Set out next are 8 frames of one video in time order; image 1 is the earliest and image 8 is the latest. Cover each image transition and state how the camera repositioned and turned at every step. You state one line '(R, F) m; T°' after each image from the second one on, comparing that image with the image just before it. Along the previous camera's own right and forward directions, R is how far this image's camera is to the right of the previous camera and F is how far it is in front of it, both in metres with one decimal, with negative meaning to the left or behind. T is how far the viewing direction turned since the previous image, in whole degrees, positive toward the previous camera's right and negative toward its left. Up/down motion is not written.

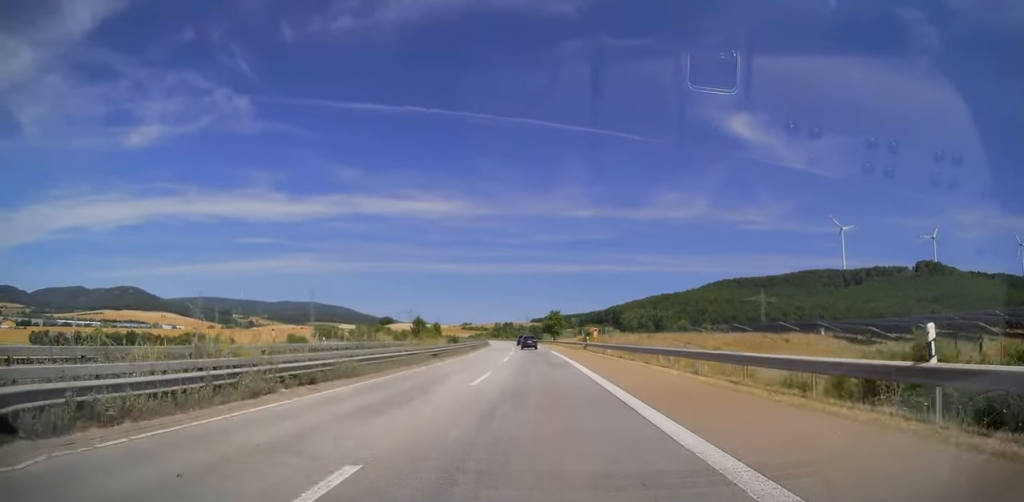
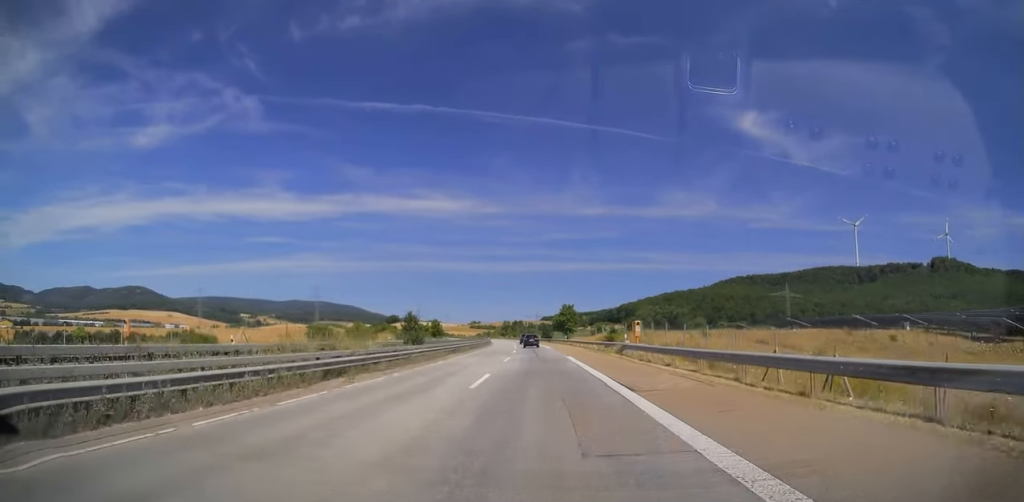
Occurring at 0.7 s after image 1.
(-0.3, +20.1) m; -1°
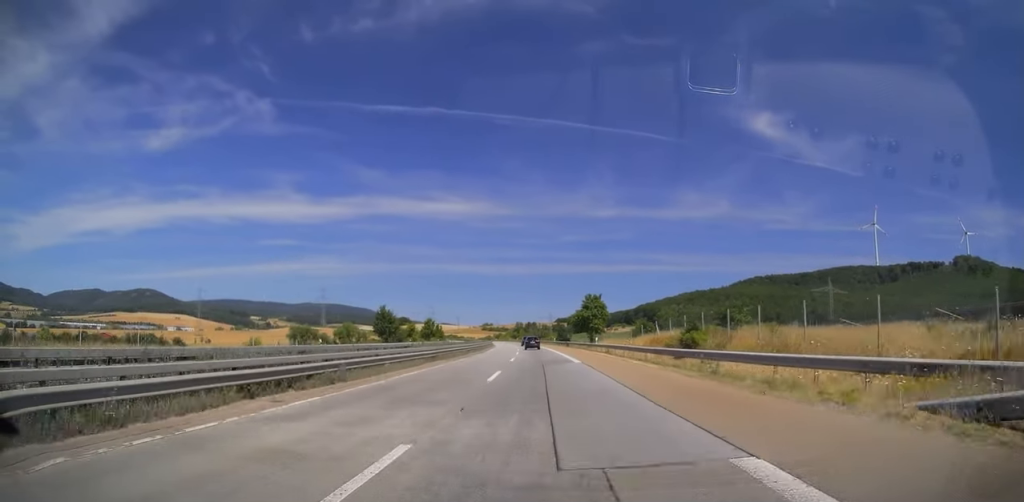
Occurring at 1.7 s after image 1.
(-0.3, +31.9) m; -1°
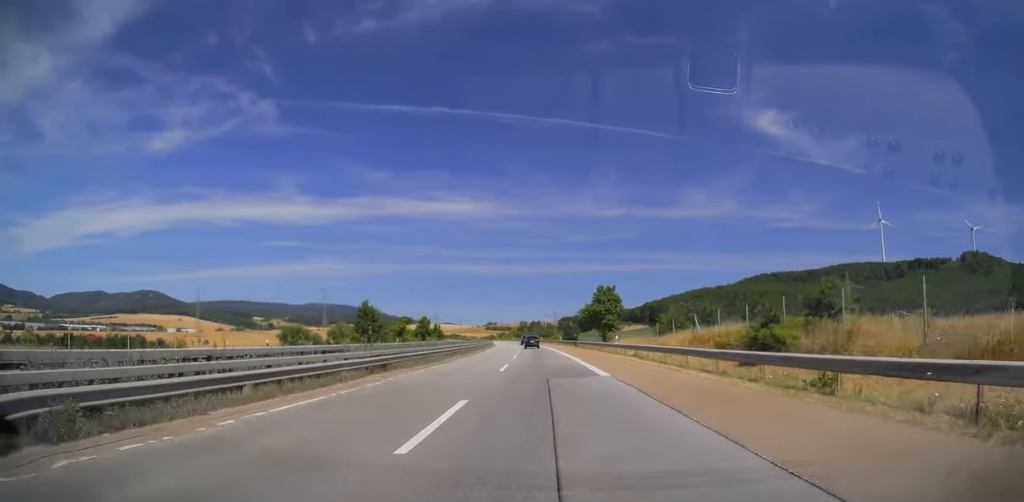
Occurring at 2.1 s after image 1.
(0.0, +12.3) m; 0°
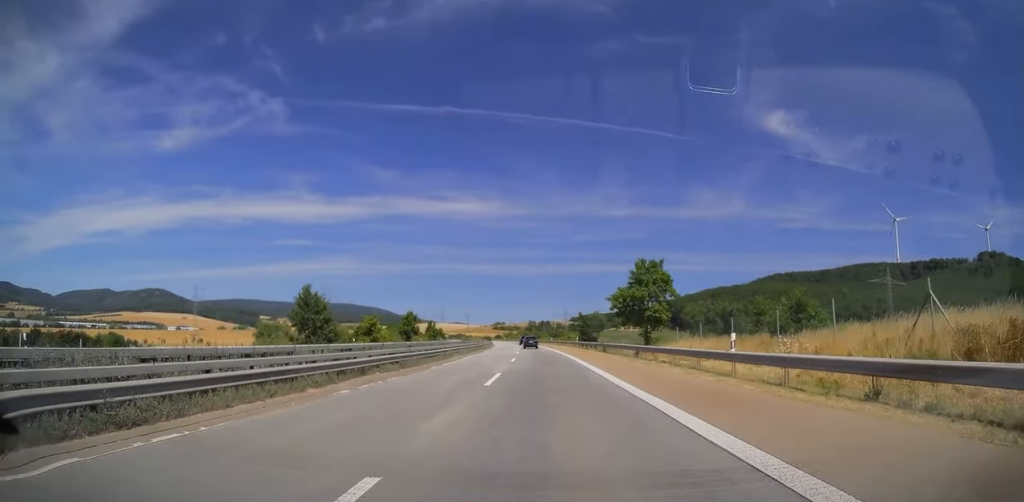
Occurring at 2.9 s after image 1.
(-0.1, +25.1) m; -1°
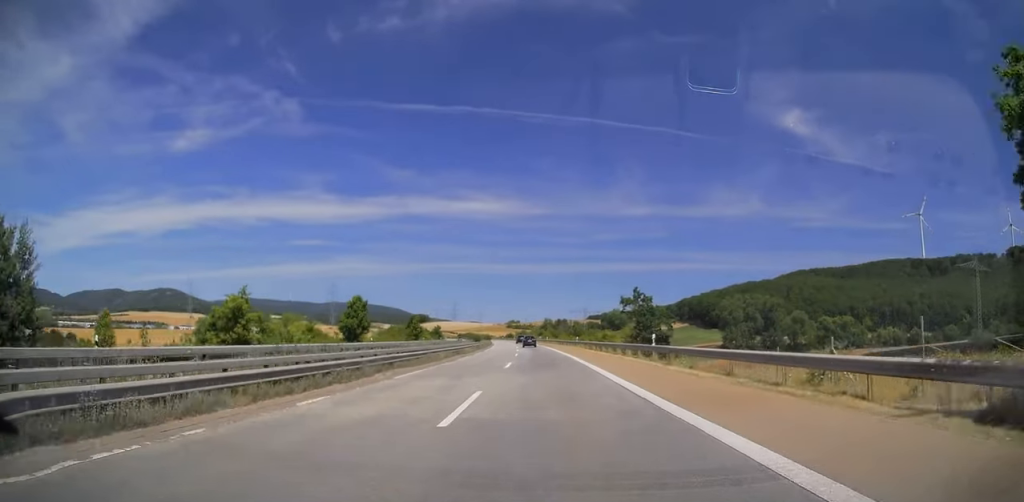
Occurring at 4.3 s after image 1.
(-1.1, +43.7) m; -2°
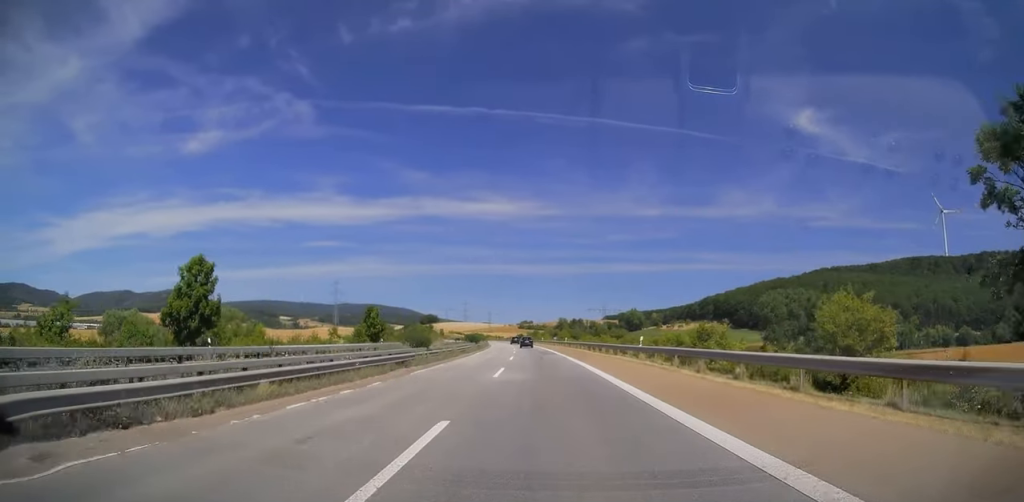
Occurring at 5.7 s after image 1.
(-0.5, +41.3) m; -1°
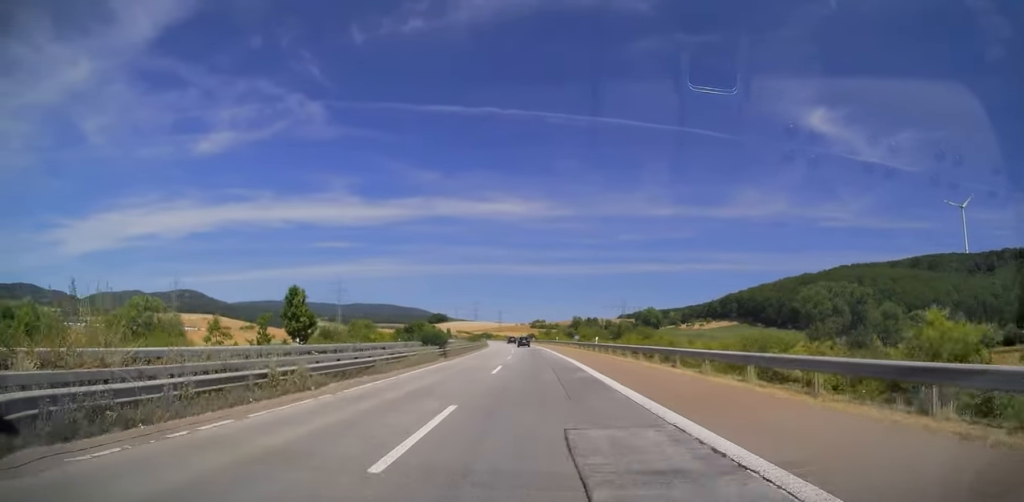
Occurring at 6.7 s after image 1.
(-0.2, +33.2) m; -1°
